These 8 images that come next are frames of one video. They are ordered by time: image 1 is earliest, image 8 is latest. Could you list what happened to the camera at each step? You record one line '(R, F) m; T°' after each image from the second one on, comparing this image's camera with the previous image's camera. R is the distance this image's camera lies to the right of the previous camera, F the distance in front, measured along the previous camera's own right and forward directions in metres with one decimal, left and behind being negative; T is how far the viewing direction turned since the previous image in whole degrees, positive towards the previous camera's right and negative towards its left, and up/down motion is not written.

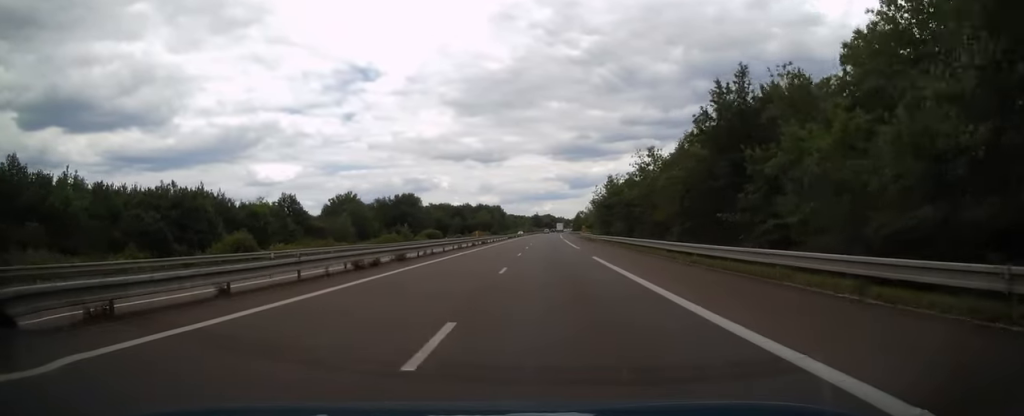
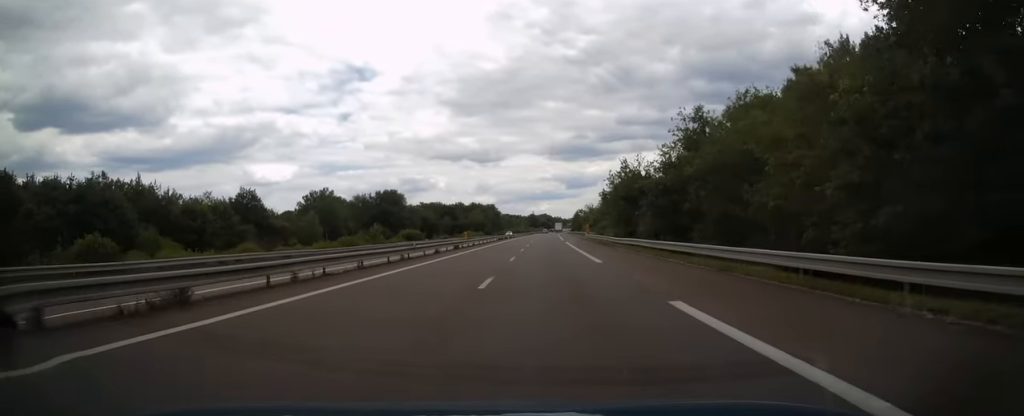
(0.0, +17.6) m; 0°
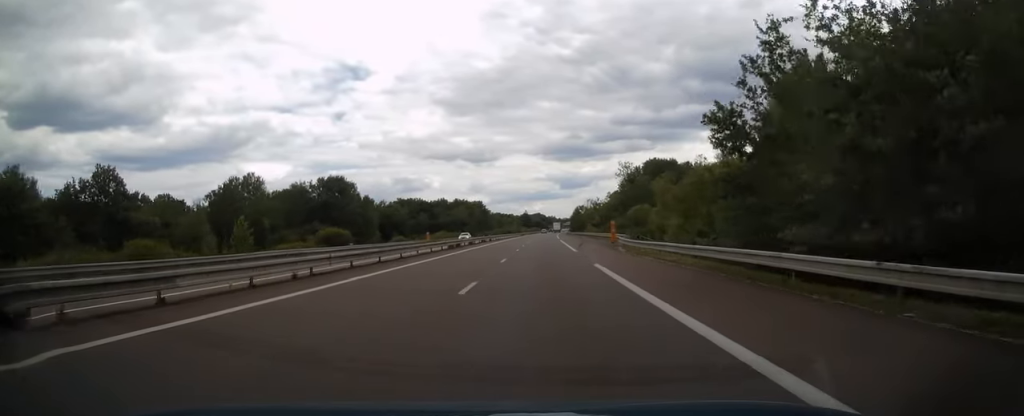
(+0.3, +40.2) m; +1°
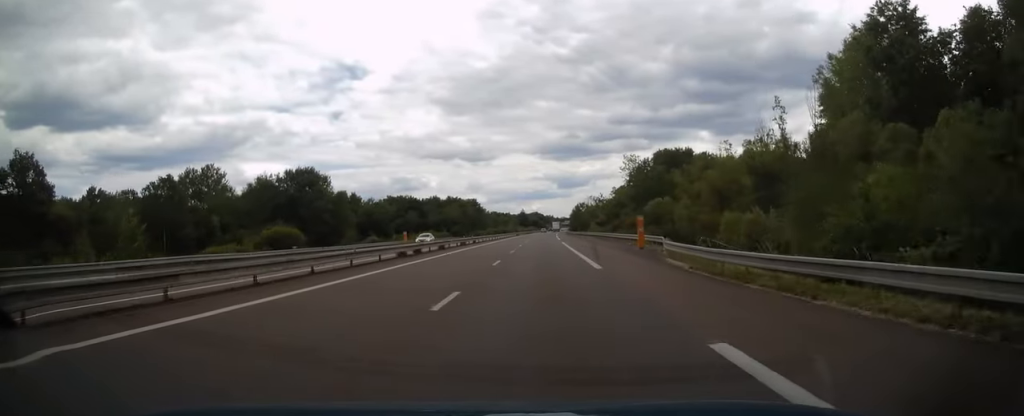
(0.0, +15.6) m; 0°
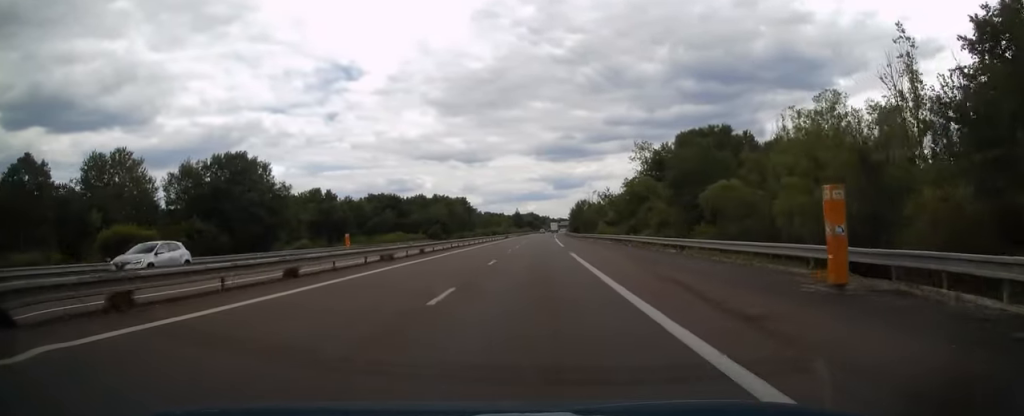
(+0.1, +25.1) m; 0°
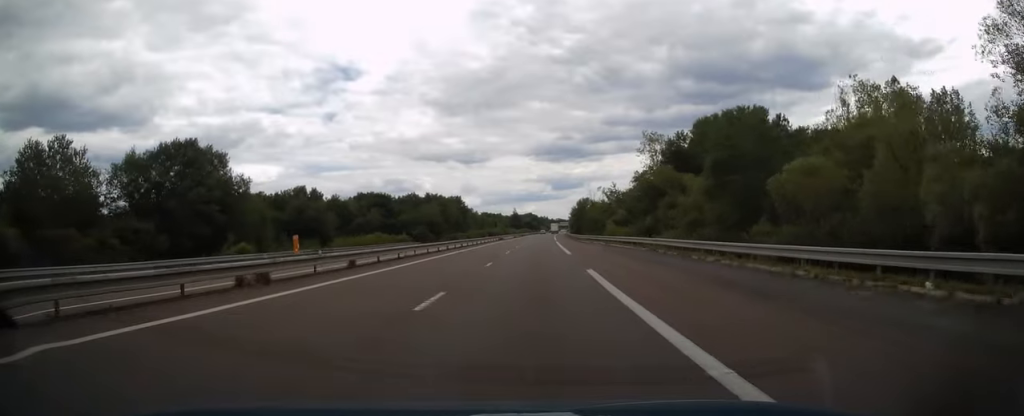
(0.0, +13.6) m; 0°
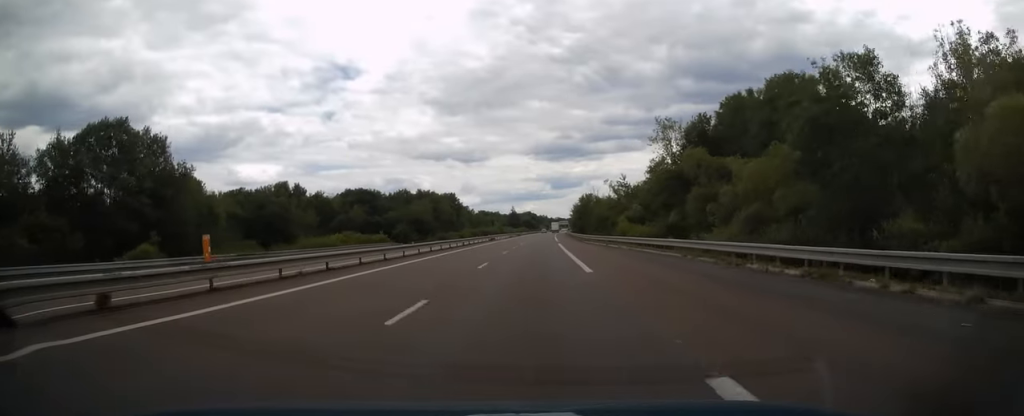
(0.0, +14.6) m; 0°
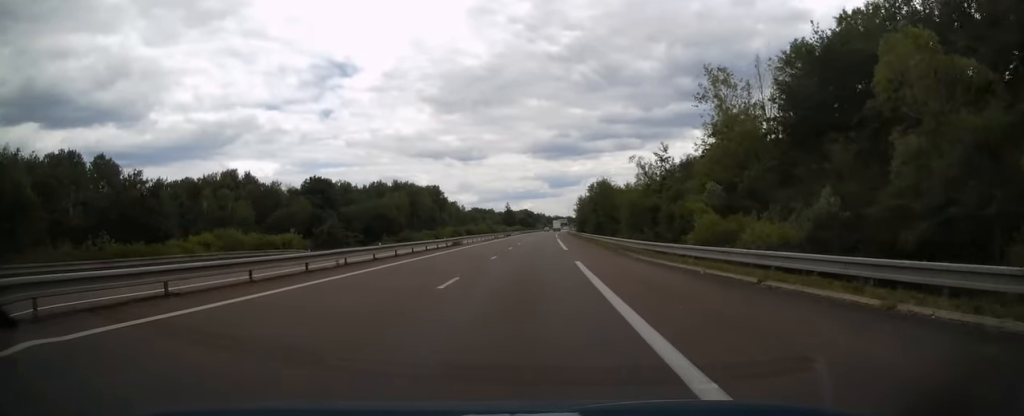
(+0.2, +33.8) m; 0°
